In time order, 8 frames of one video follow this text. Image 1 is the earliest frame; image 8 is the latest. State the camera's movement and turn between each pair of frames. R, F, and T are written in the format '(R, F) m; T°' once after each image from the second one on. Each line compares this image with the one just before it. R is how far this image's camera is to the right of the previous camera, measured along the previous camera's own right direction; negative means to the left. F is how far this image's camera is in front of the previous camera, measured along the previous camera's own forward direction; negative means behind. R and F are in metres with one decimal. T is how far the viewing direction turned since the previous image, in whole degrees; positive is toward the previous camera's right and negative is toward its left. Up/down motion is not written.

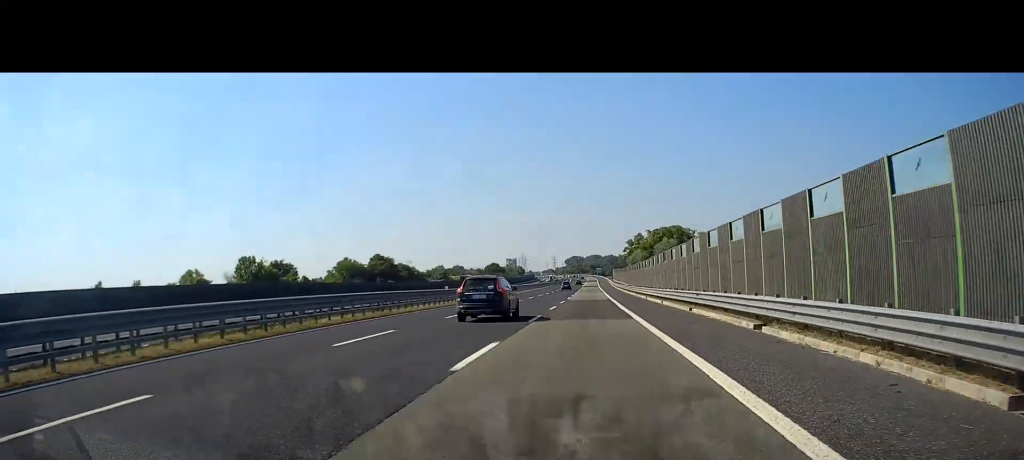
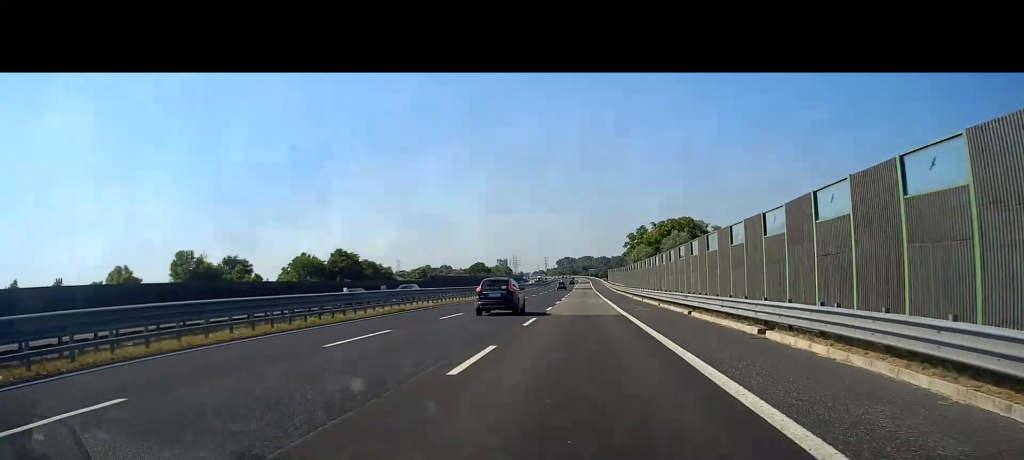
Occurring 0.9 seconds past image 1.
(+0.1, +24.8) m; +1°
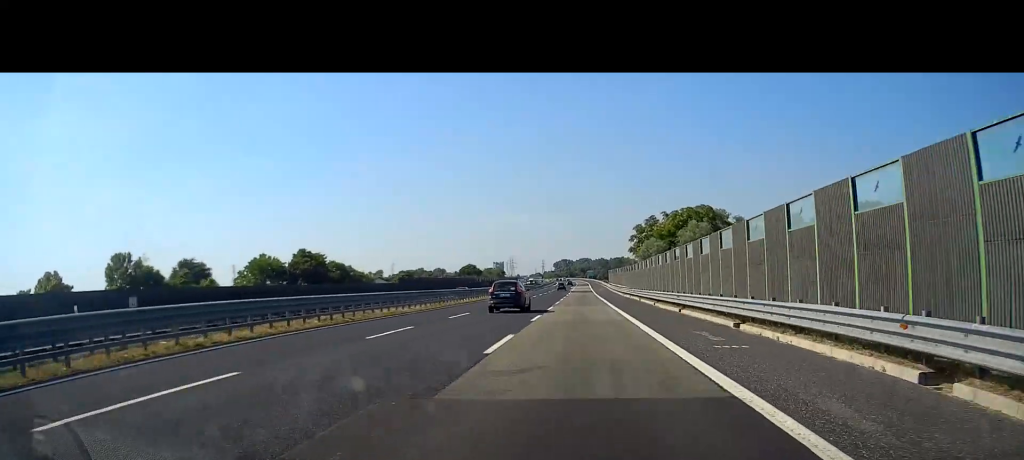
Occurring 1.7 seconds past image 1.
(+0.1, +21.2) m; 0°
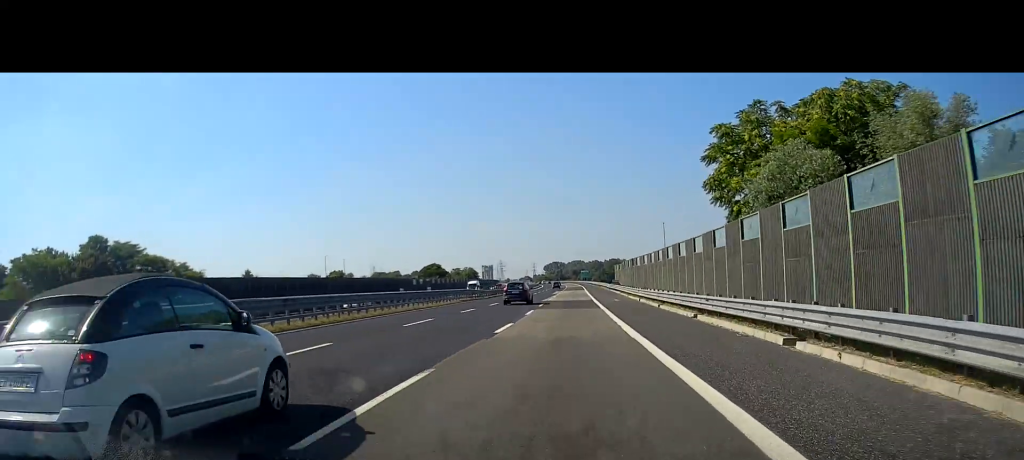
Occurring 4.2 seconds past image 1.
(+0.1, +65.7) m; 0°
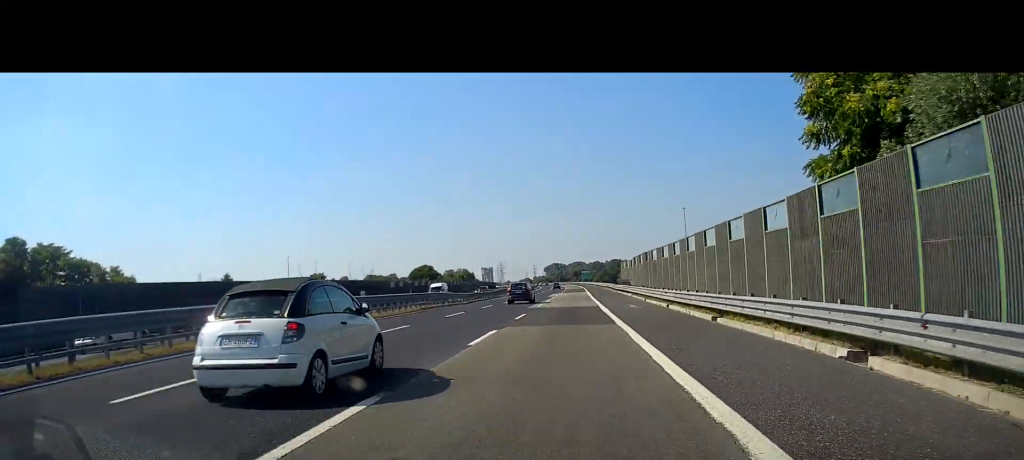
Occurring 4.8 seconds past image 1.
(-0.1, +15.7) m; 0°
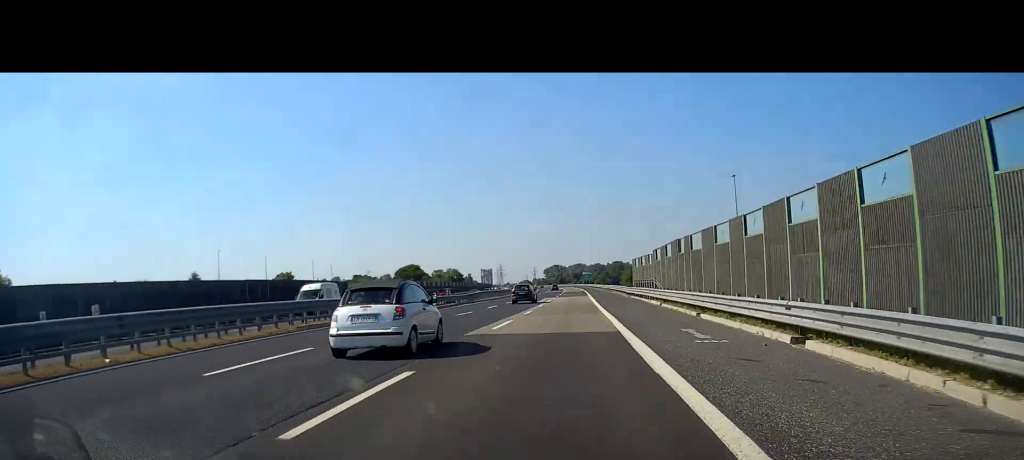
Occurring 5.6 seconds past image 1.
(-0.1, +20.9) m; 0°
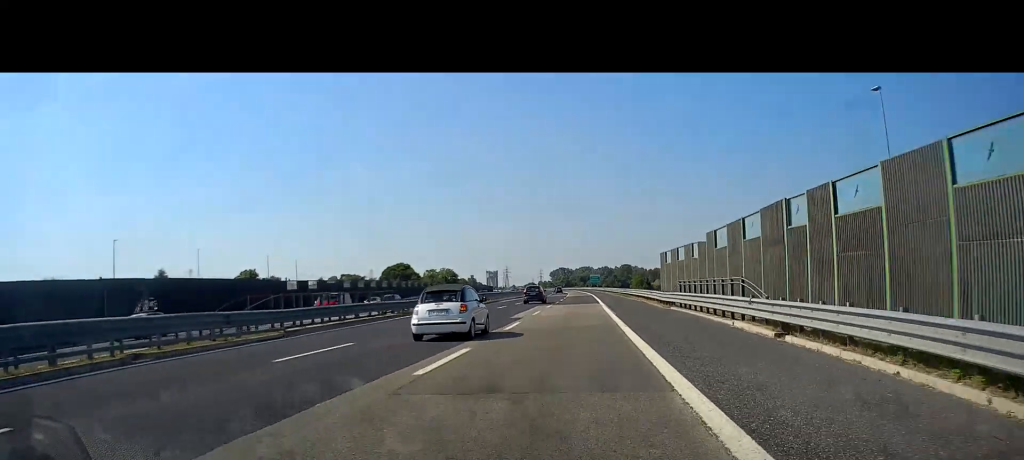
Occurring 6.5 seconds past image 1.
(-0.1, +21.7) m; 0°
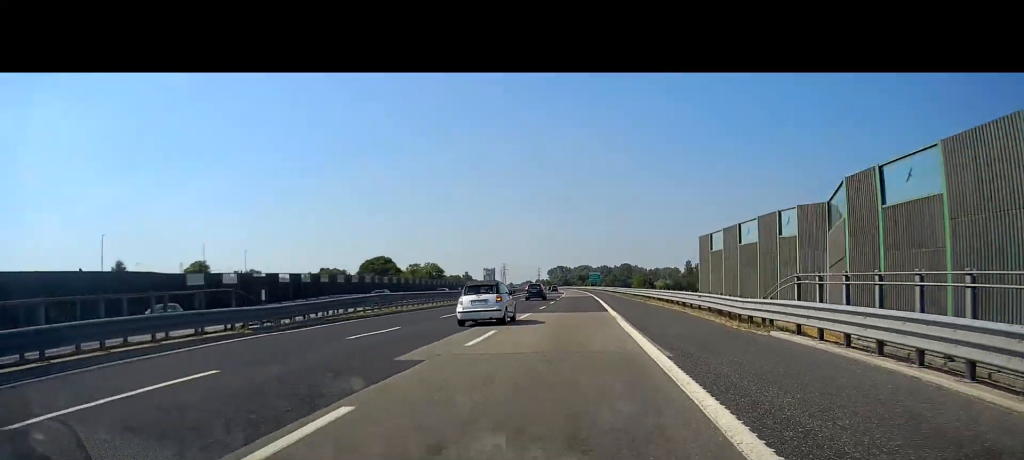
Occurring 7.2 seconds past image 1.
(0.0, +19.0) m; 0°
